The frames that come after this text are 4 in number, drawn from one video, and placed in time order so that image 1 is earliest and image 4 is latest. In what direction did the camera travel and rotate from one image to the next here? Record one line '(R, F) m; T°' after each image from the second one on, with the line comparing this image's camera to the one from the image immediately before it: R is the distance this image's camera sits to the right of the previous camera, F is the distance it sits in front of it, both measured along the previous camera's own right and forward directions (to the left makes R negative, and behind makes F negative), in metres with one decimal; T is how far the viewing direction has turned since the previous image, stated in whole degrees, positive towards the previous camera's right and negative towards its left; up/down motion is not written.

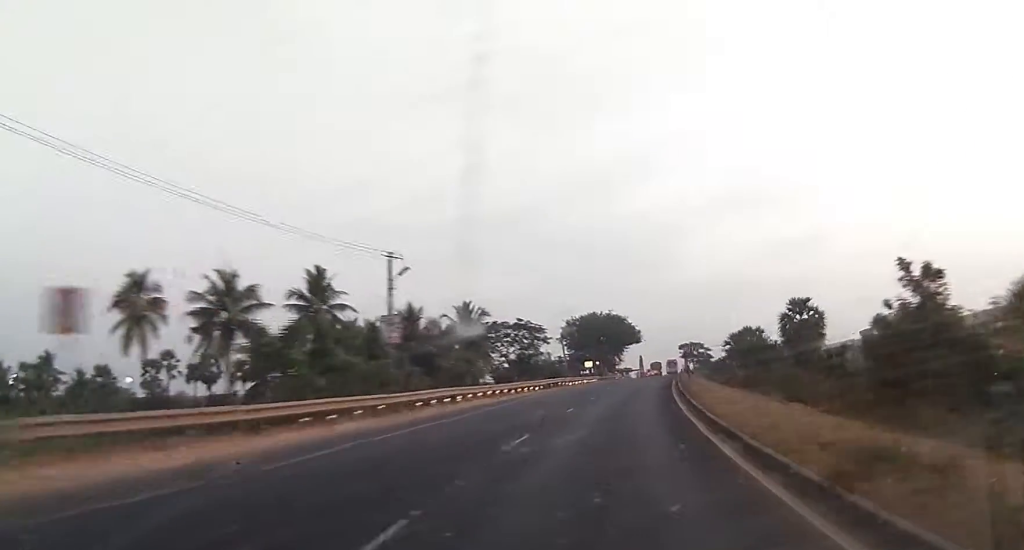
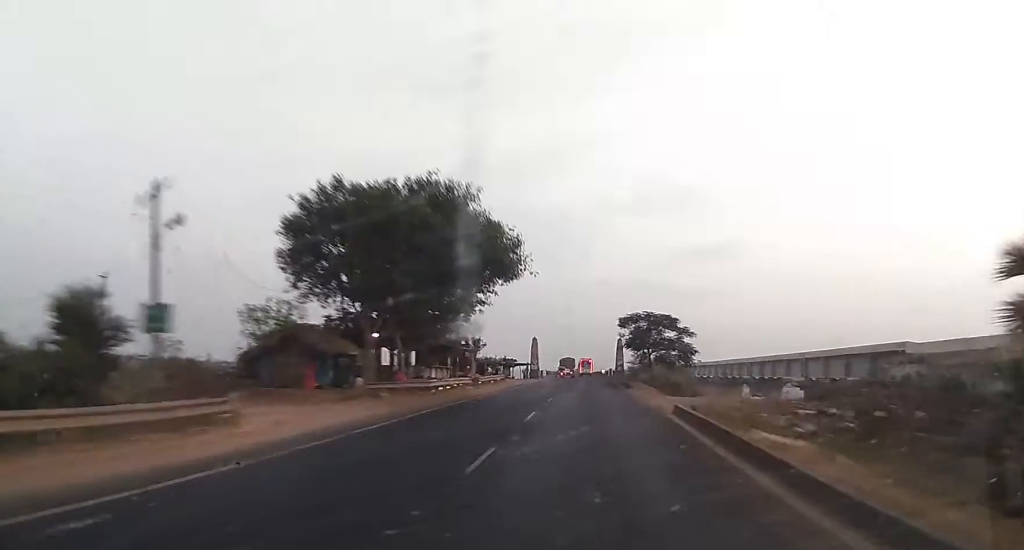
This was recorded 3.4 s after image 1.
(+8.3, +75.7) m; +12°
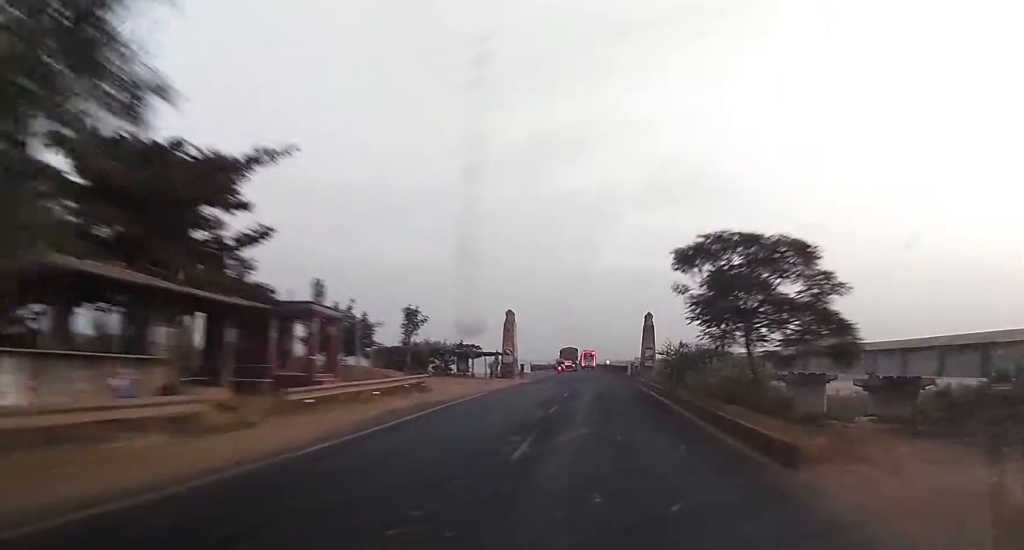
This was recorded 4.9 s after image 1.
(+0.1, +34.4) m; -1°
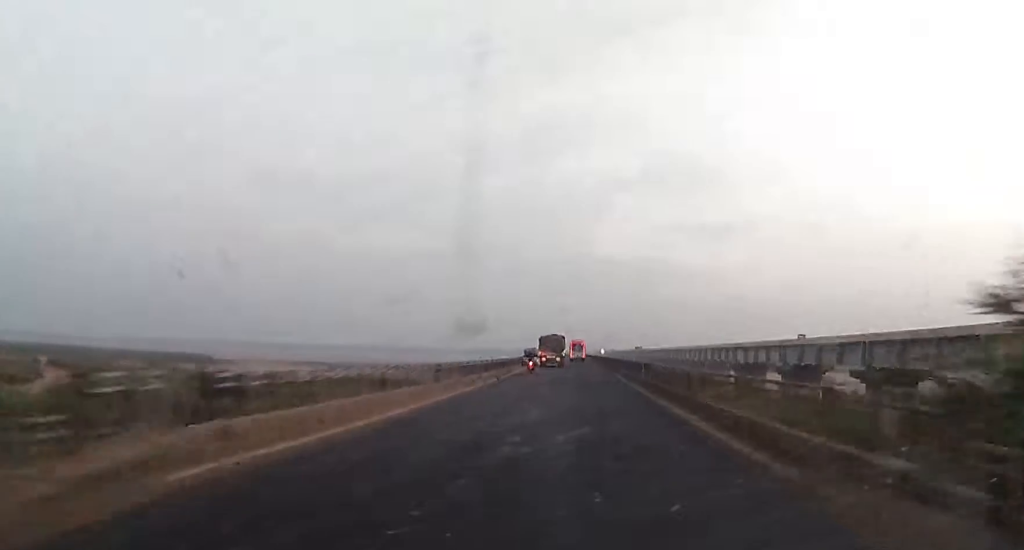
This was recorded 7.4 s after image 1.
(0.0, +53.3) m; +1°
